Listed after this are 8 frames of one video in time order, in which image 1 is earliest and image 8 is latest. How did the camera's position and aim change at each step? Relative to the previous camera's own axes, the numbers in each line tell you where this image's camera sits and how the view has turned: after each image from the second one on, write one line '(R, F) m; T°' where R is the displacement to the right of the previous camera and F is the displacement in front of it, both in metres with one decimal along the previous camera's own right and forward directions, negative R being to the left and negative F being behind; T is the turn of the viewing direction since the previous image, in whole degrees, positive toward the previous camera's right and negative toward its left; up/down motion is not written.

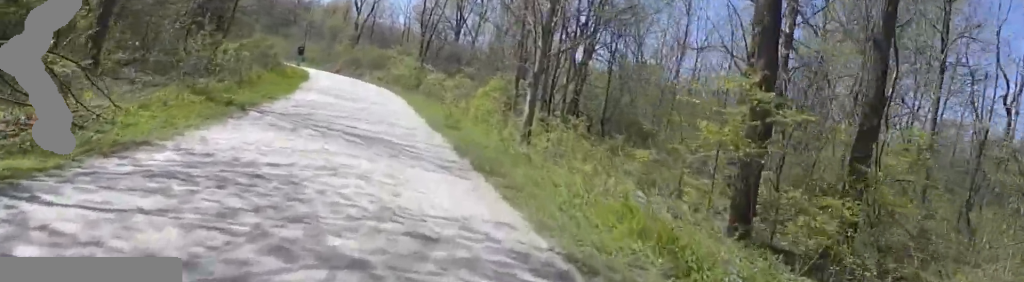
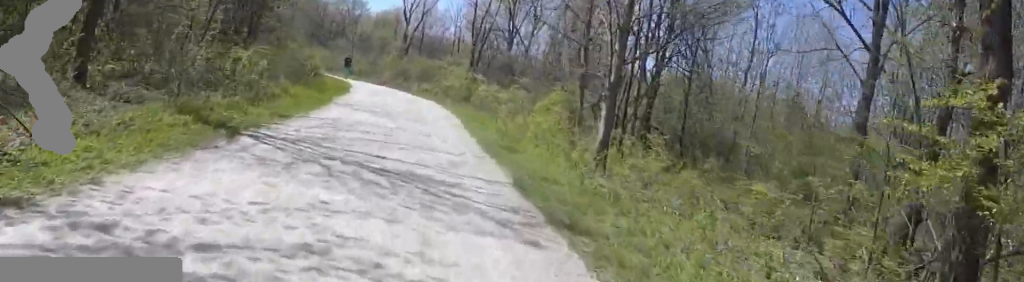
(-0.4, +2.3) m; +2°
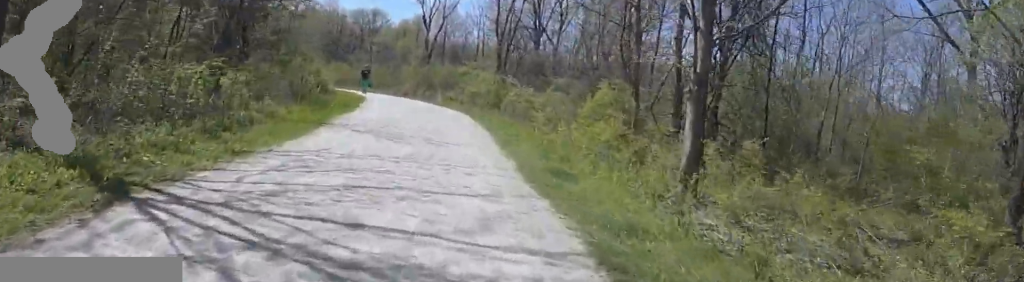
(+0.2, +3.1) m; +6°
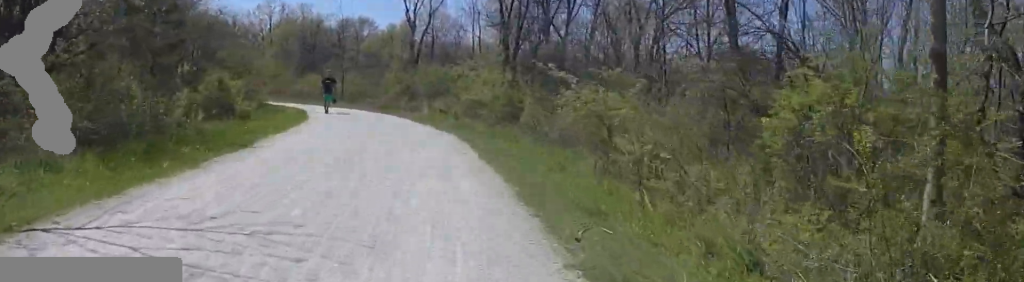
(+2.1, +11.8) m; +2°
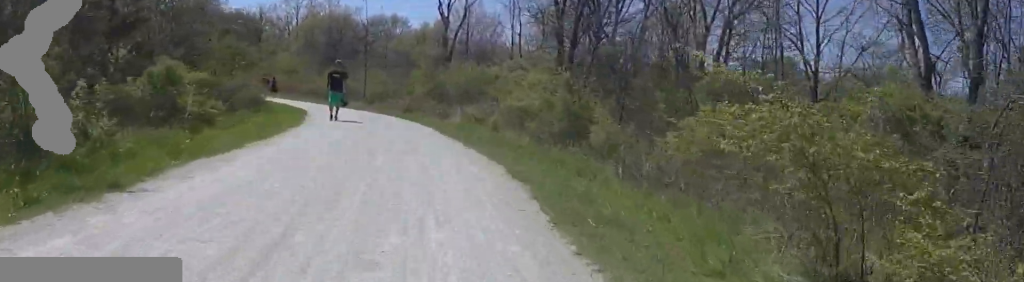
(-1.1, +6.2) m; -11°
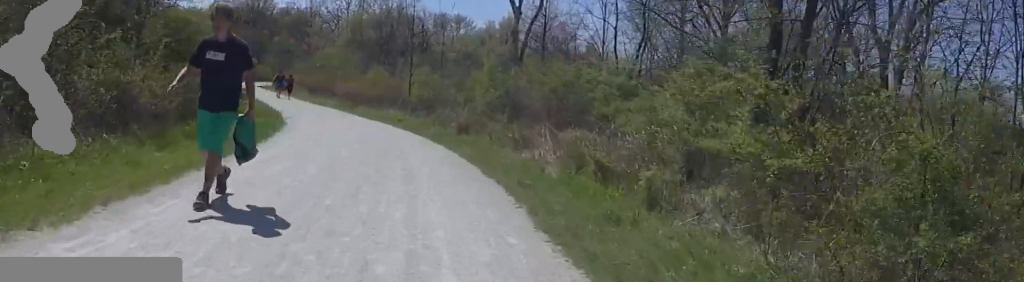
(-0.8, +12.8) m; -10°
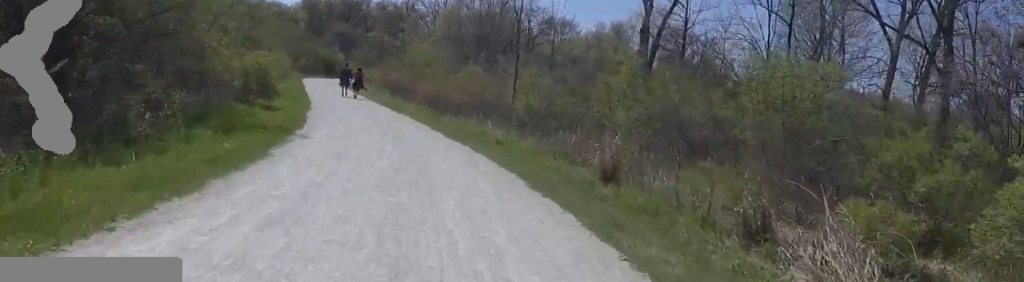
(-1.8, +8.9) m; -25°
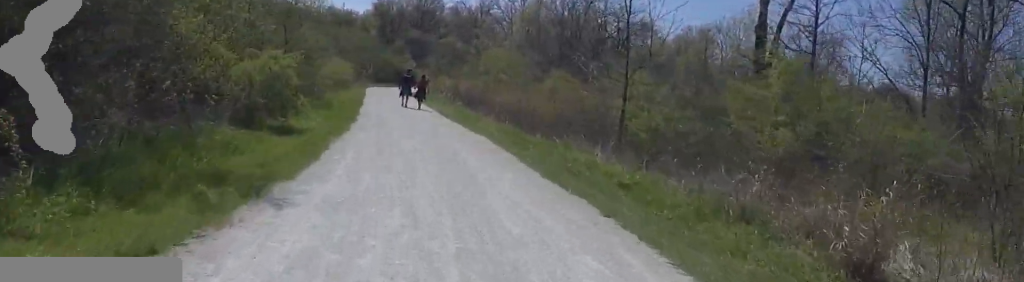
(-0.6, +5.7) m; -7°
